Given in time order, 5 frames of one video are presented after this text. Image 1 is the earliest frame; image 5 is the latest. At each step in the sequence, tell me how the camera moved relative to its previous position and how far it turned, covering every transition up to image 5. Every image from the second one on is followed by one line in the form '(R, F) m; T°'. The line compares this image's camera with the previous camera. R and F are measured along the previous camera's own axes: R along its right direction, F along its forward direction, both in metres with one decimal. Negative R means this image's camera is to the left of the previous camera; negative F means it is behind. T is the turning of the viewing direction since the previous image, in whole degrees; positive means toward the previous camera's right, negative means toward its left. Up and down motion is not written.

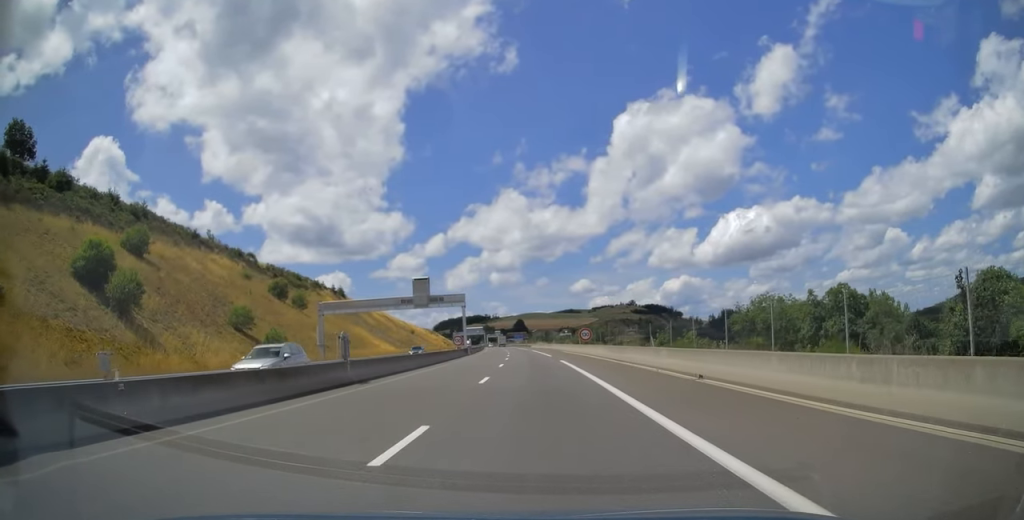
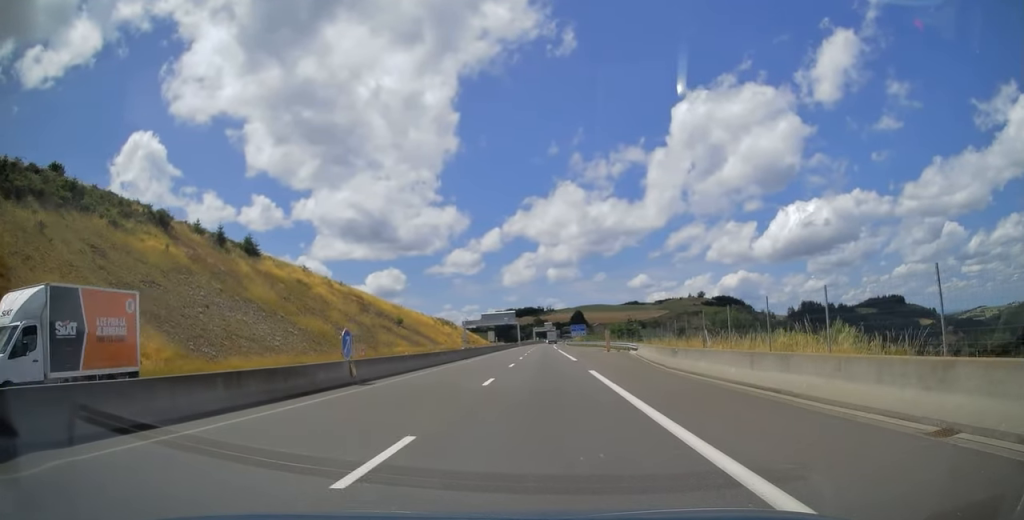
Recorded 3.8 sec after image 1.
(-4.4, +118.2) m; -5°
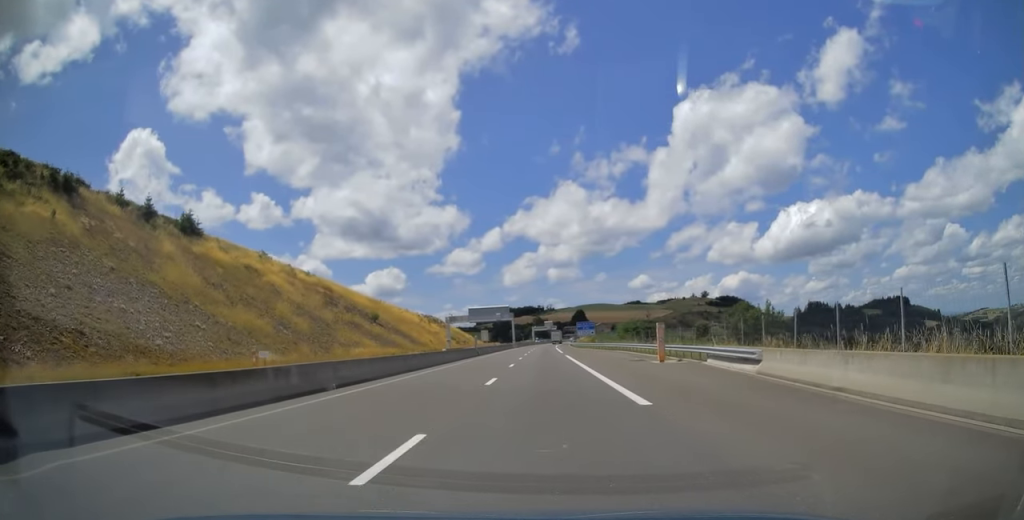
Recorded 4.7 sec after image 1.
(-0.3, +25.7) m; -1°
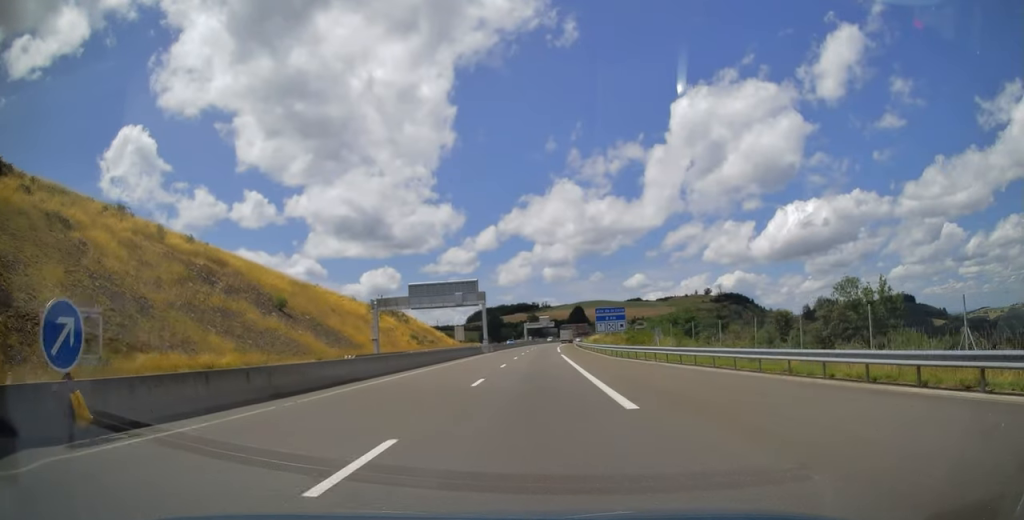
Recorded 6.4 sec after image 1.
(+0.1, +52.5) m; 0°
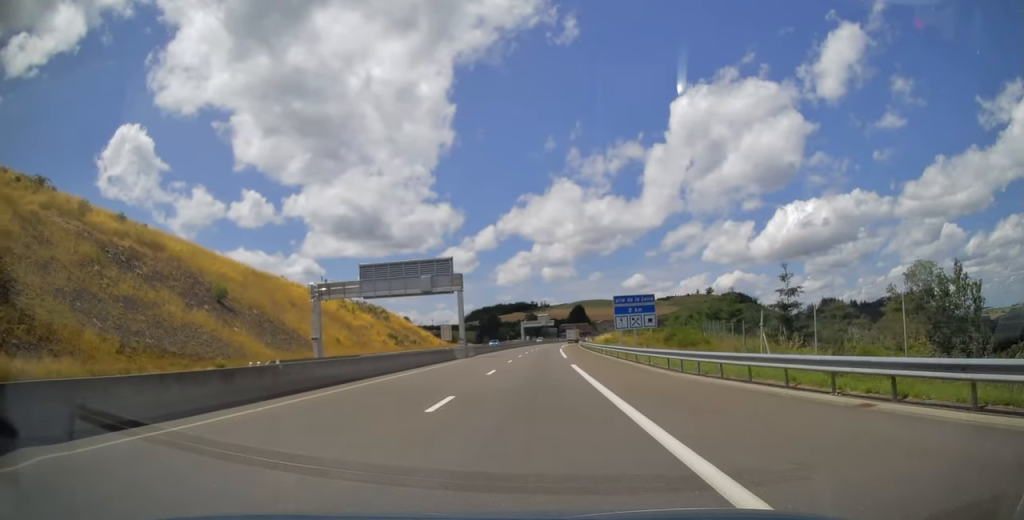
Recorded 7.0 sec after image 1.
(-0.2, +19.6) m; 0°
